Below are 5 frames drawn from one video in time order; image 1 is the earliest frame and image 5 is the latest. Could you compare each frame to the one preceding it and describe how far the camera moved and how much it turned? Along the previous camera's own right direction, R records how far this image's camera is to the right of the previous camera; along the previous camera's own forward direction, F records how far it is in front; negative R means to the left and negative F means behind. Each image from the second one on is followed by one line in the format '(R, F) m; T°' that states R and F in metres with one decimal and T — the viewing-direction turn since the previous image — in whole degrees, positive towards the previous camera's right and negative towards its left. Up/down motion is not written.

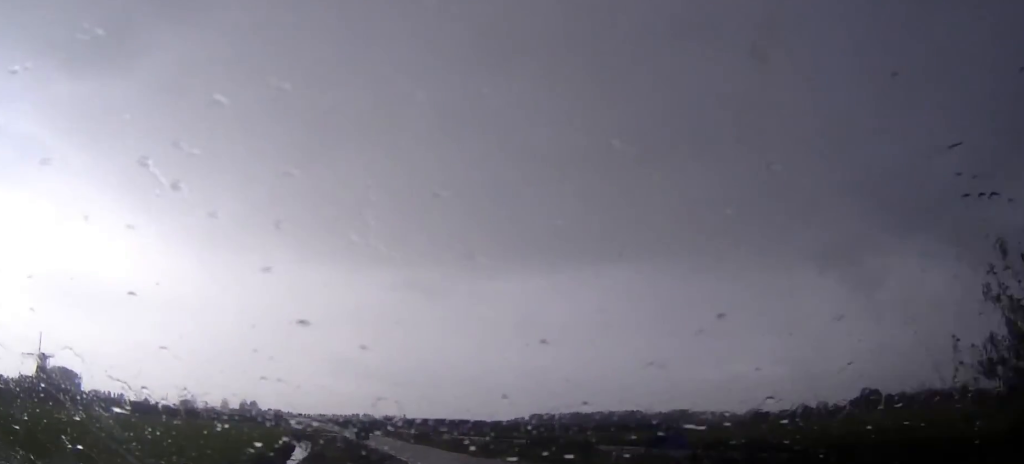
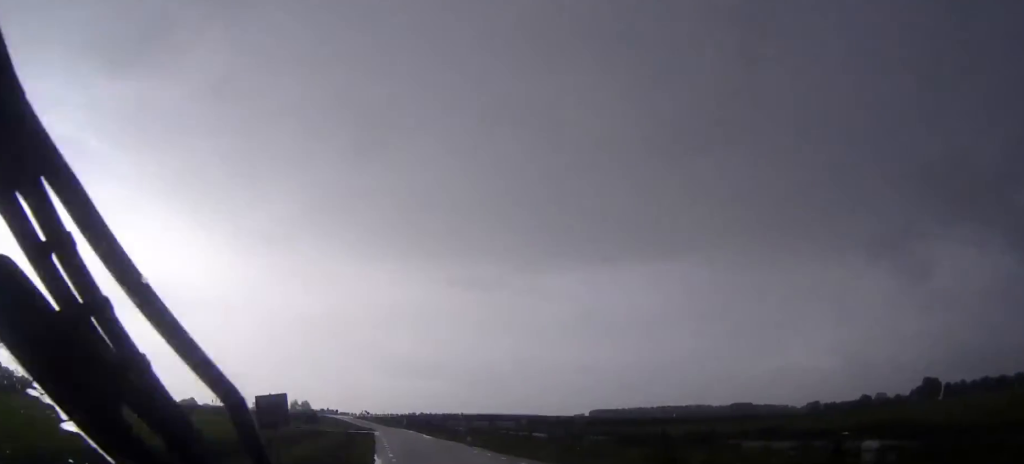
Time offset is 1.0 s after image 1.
(-0.5, +24.4) m; -3°
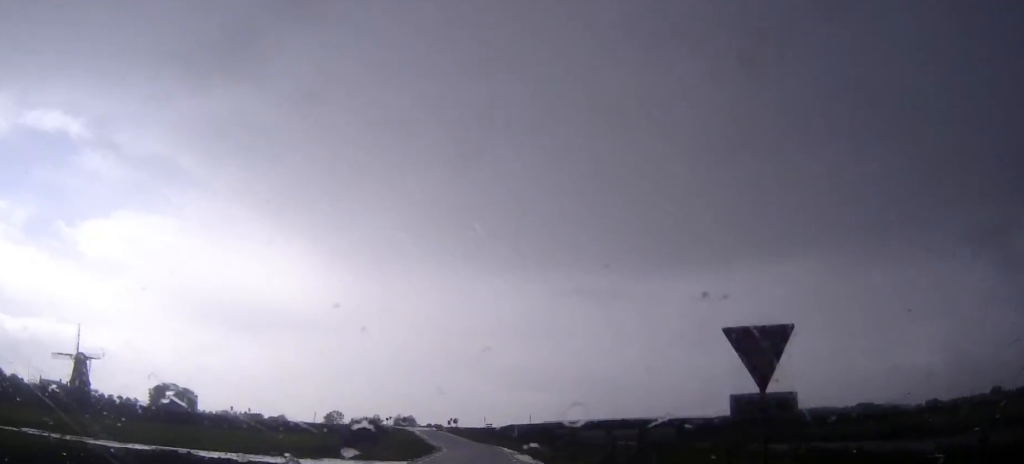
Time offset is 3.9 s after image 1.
(-7.2, +76.6) m; -9°
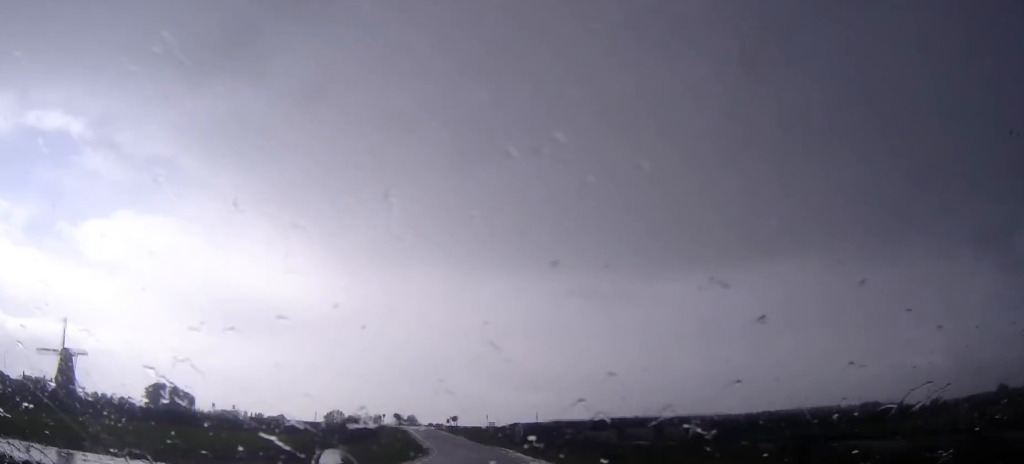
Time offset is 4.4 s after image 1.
(-0.1, +13.9) m; -1°
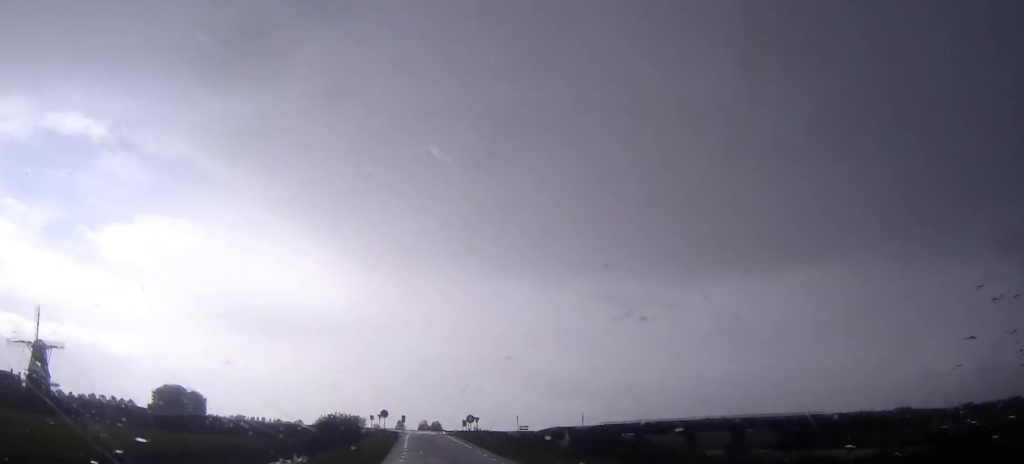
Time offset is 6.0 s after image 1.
(-0.5, +36.6) m; -2°
